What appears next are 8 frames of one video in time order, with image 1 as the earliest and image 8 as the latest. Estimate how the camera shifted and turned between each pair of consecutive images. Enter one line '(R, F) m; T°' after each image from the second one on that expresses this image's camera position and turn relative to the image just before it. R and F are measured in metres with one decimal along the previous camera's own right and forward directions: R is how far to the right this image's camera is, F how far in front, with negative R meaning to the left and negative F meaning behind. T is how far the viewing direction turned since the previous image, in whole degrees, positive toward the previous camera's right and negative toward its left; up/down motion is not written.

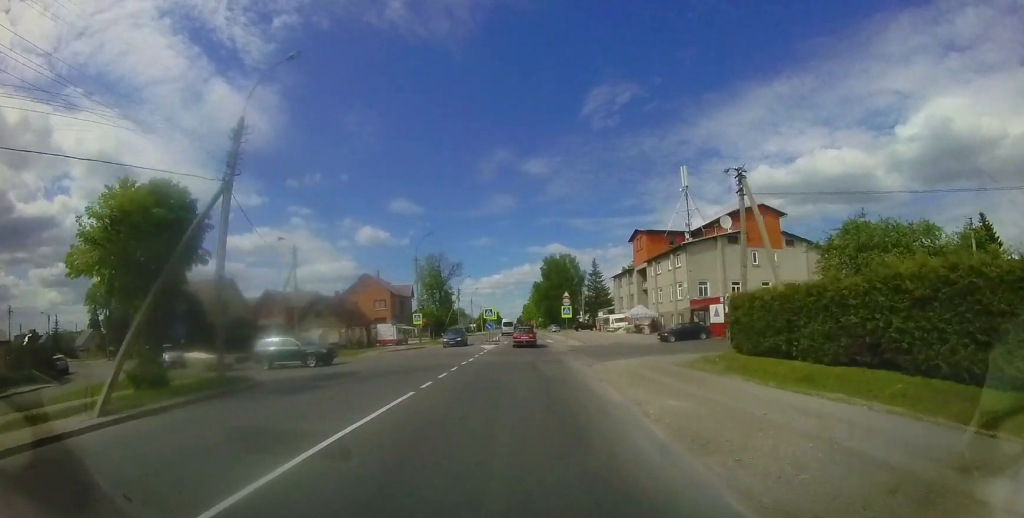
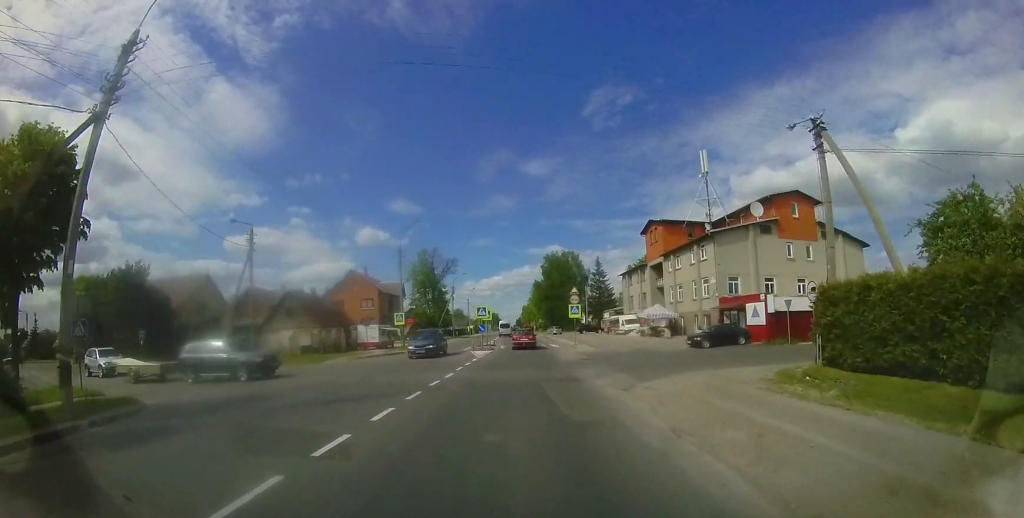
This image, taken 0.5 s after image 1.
(0.0, +5.2) m; +1°
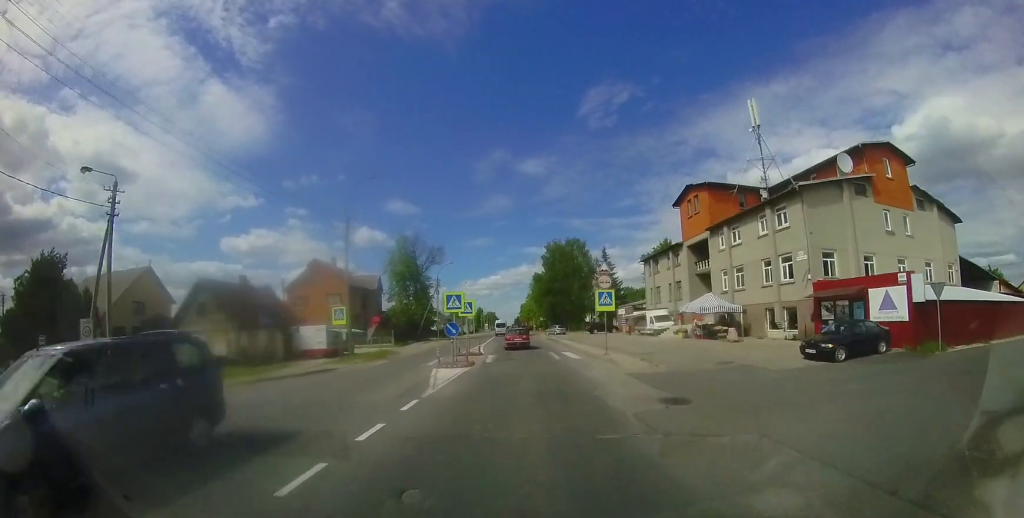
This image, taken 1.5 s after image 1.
(+0.2, +10.4) m; +2°
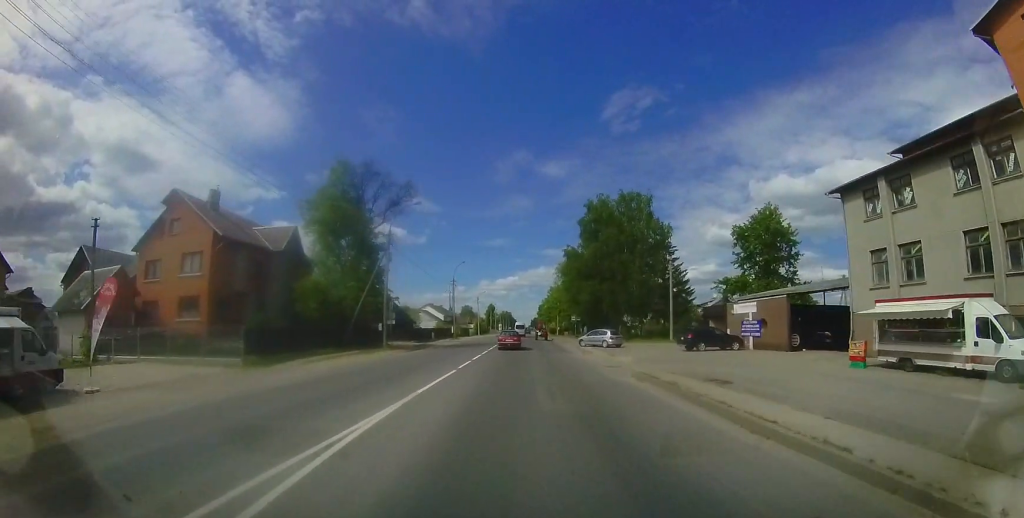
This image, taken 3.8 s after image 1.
(+0.6, +27.8) m; 0°
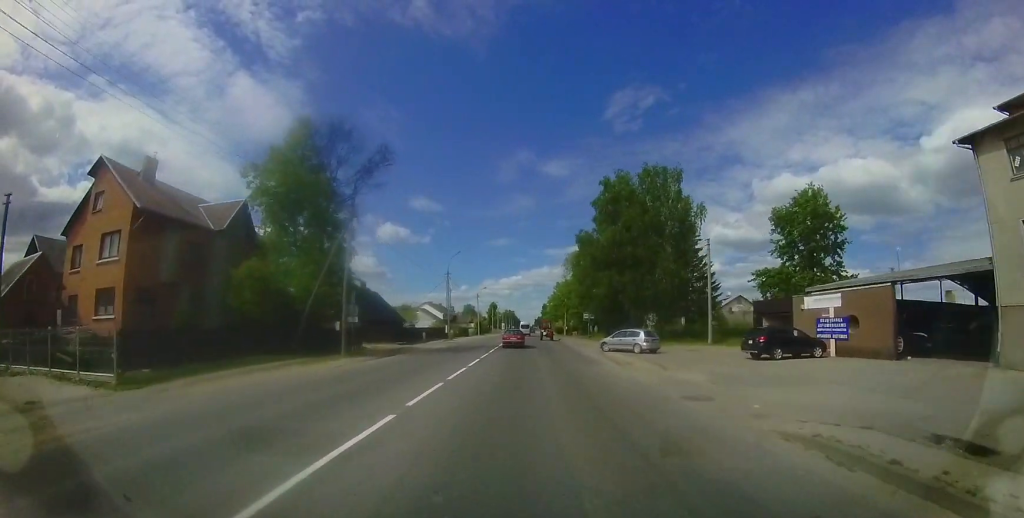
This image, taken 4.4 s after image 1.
(-0.1, +7.3) m; -1°
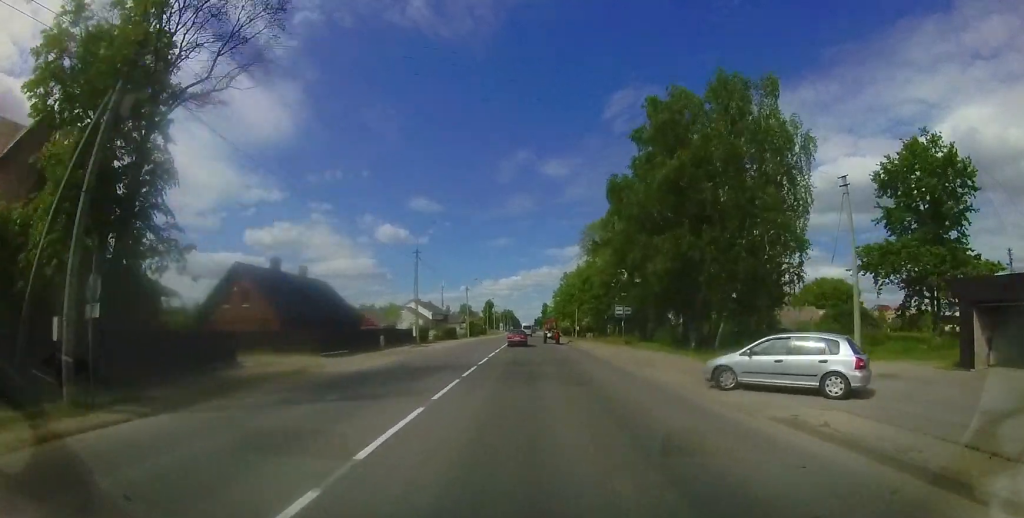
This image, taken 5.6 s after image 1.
(-0.4, +15.2) m; -2°
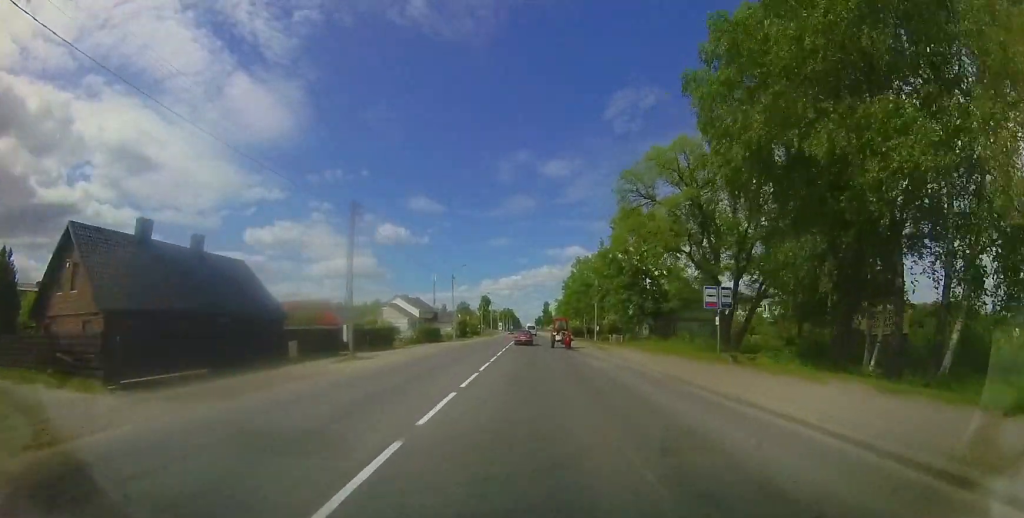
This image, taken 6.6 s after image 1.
(-0.1, +14.6) m; 0°
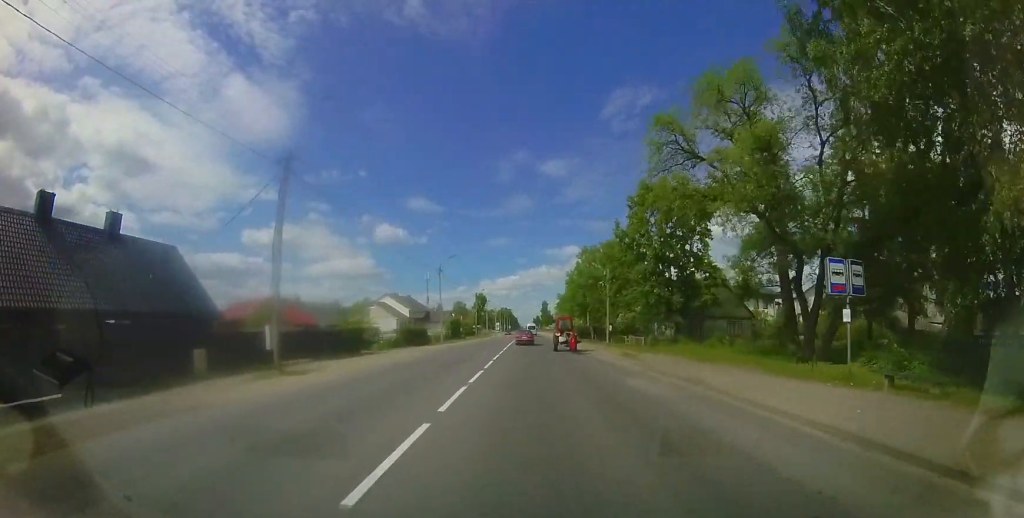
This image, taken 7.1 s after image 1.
(0.0, +6.7) m; 0°
